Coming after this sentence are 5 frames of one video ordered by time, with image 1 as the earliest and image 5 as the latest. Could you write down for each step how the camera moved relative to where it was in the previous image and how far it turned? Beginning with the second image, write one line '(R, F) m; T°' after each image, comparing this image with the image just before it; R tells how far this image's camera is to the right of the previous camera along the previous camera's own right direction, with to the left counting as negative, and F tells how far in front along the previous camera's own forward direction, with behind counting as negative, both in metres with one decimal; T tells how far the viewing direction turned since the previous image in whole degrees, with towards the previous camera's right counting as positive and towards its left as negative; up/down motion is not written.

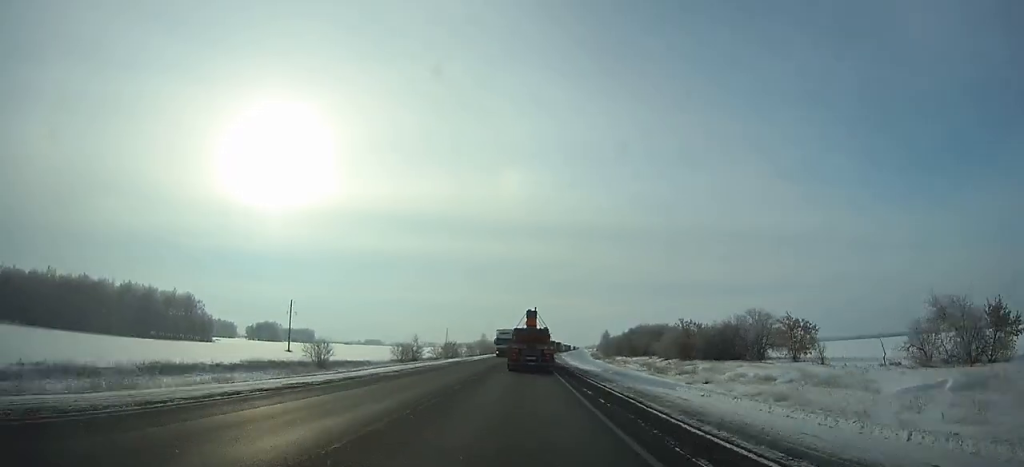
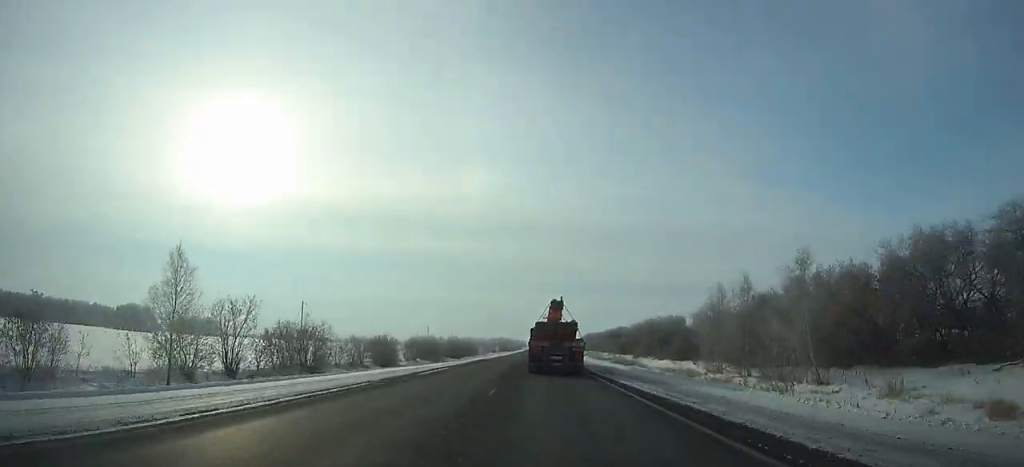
(+7.0, +175.8) m; +4°
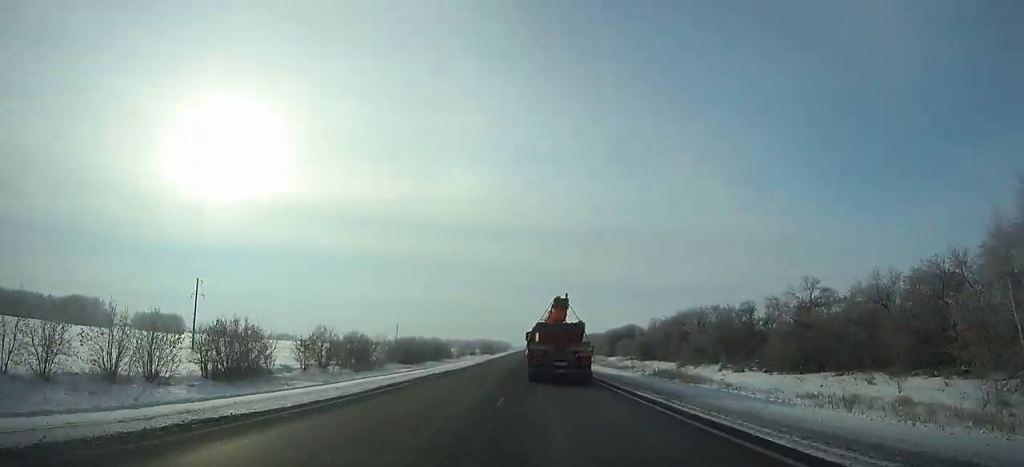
(+0.1, +49.2) m; 0°
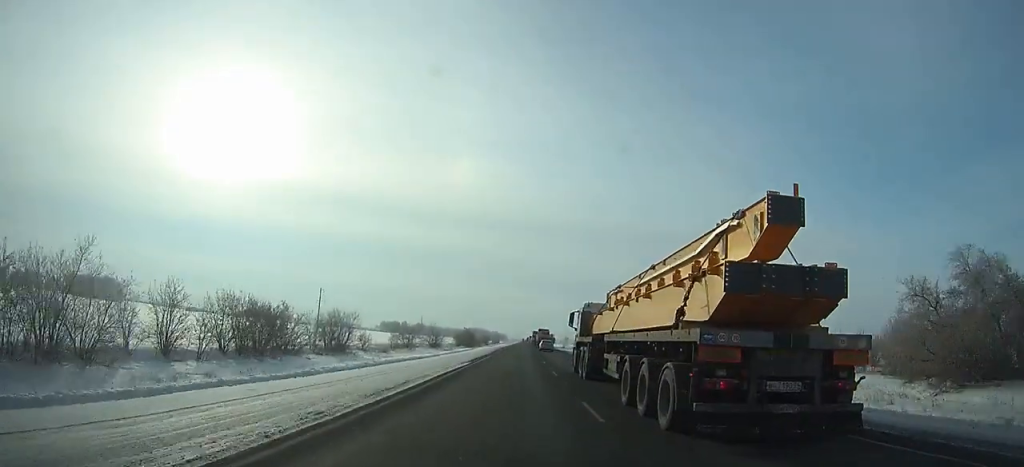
(+1.0, +100.0) m; +2°
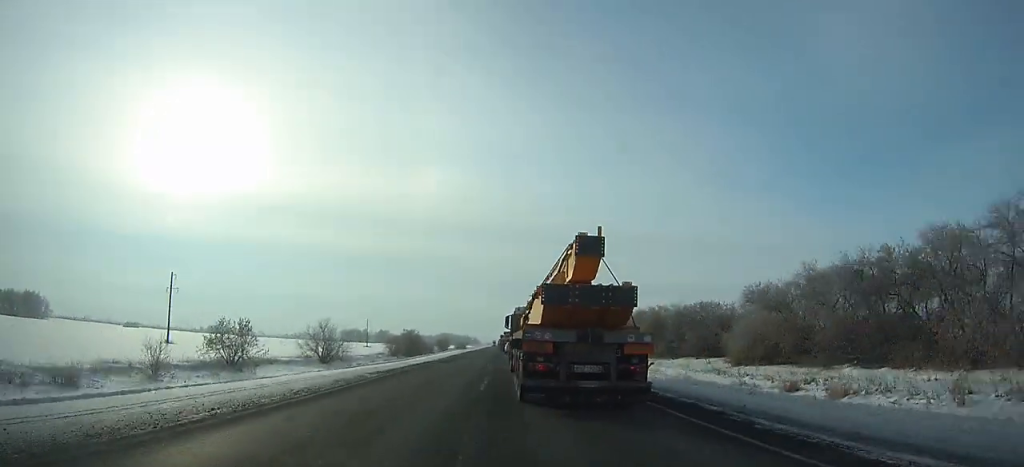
(+1.6, +67.7) m; +1°
